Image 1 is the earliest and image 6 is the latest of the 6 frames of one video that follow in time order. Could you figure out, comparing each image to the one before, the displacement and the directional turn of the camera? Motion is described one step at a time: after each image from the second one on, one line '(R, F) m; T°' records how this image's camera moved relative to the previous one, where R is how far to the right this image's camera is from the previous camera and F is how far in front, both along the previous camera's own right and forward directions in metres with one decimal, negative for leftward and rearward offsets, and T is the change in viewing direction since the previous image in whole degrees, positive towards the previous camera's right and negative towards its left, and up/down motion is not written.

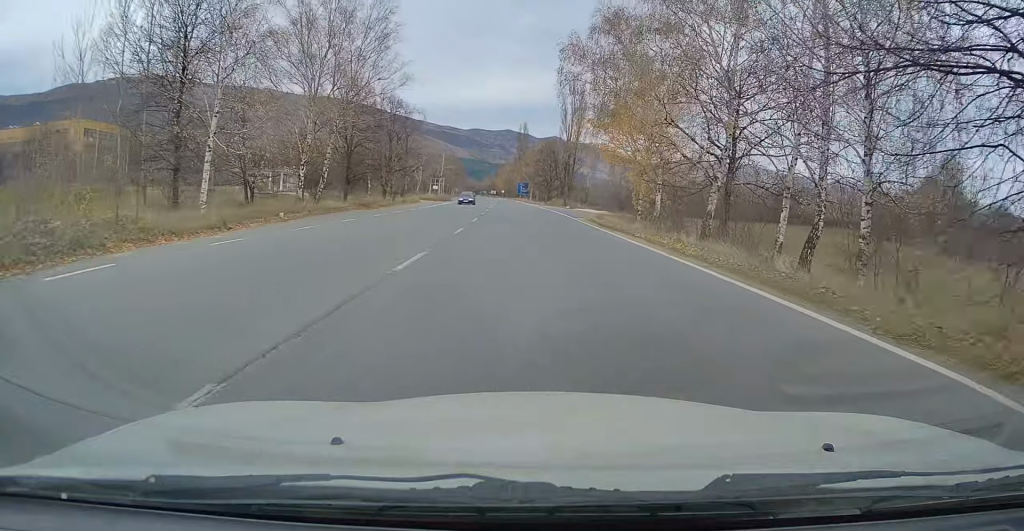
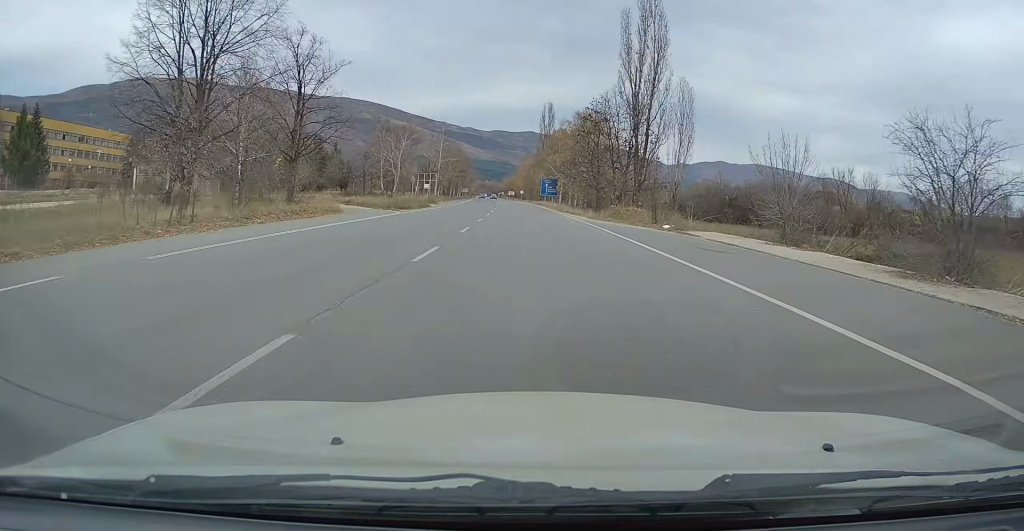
(-0.9, +44.1) m; -1°
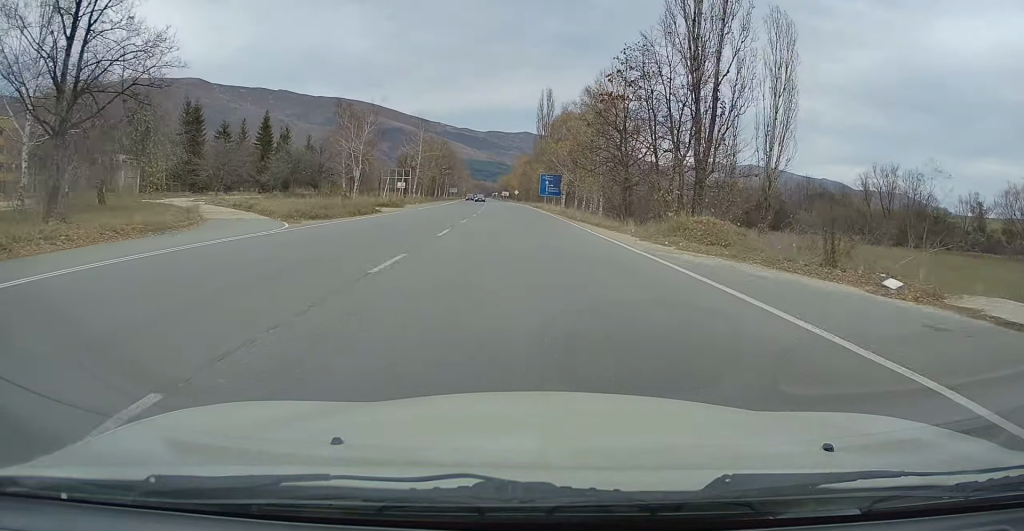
(+0.3, +19.8) m; 0°
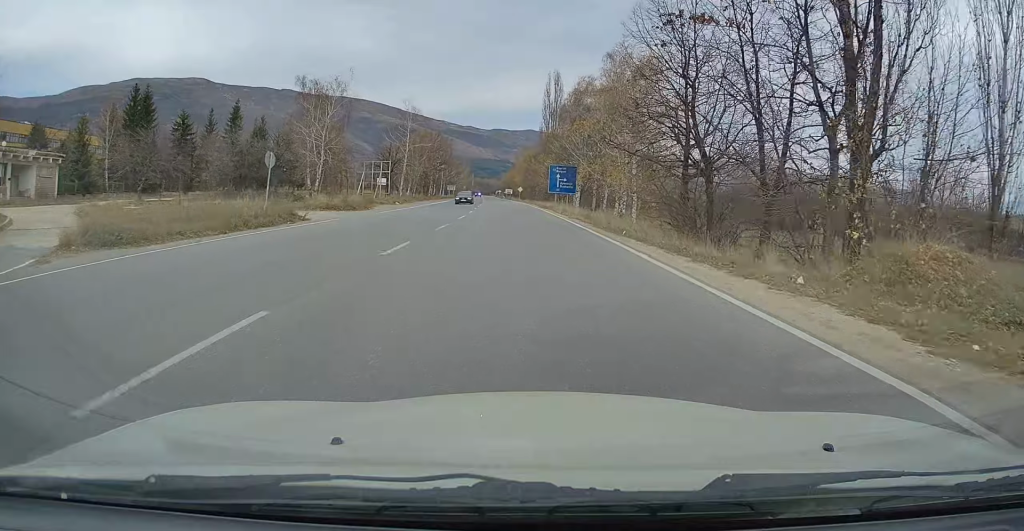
(-0.3, +15.6) m; -2°
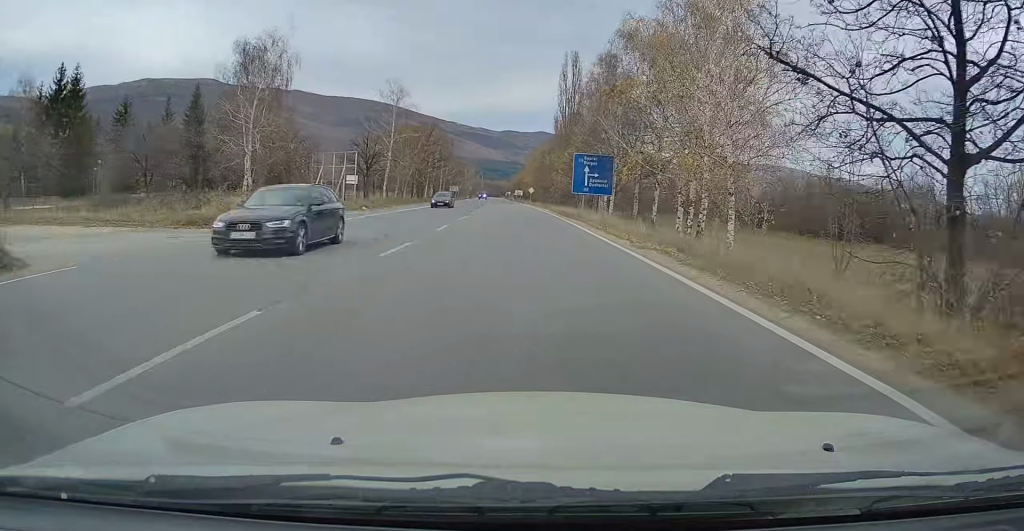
(-0.2, +18.2) m; 0°
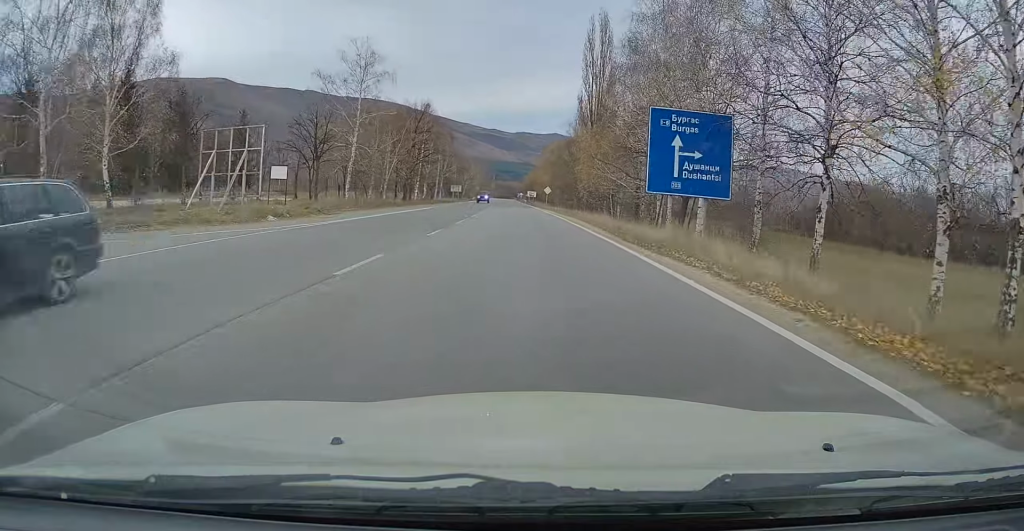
(+0.2, +21.4) m; -1°
